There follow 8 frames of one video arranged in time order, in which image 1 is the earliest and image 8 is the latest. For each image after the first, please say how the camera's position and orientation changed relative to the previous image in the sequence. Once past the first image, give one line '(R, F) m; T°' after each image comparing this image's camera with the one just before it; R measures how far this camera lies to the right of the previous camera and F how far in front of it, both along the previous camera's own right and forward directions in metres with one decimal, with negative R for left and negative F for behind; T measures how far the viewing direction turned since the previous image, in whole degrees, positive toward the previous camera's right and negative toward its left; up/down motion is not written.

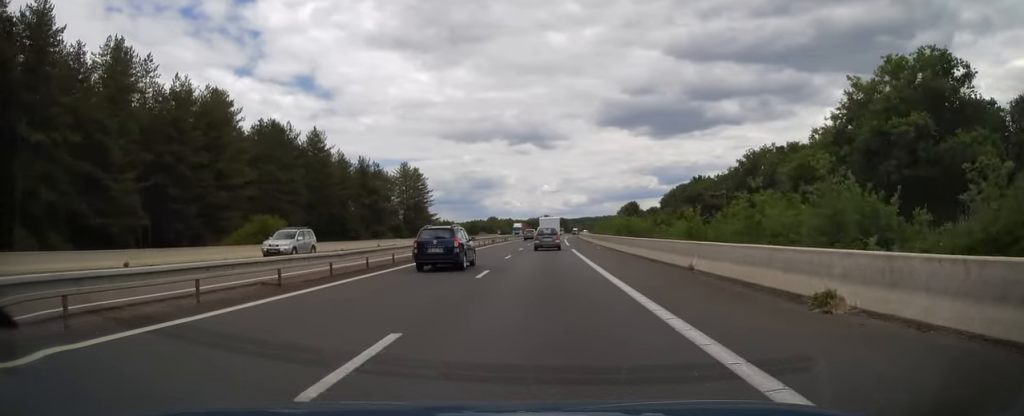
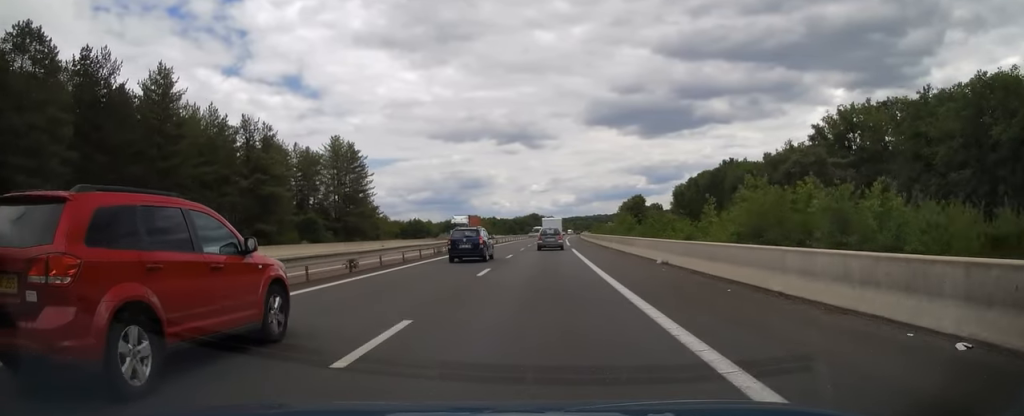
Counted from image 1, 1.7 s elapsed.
(+0.3, +49.6) m; +1°
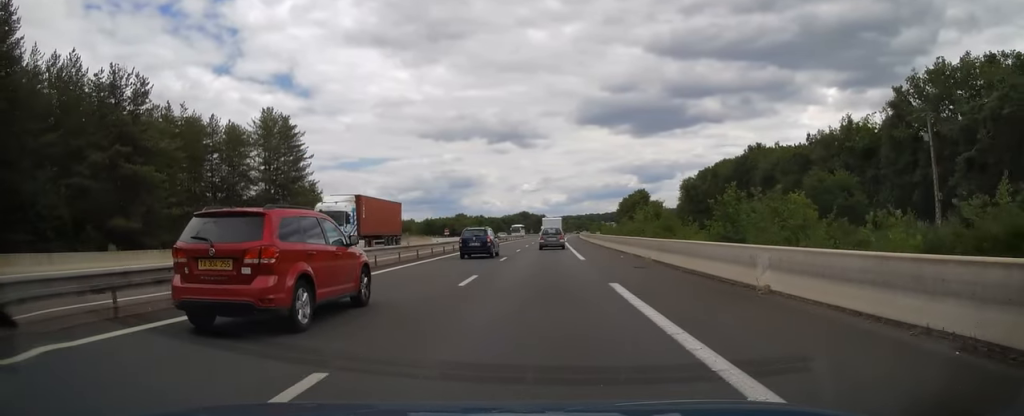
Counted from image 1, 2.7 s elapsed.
(+0.2, +28.6) m; +1°
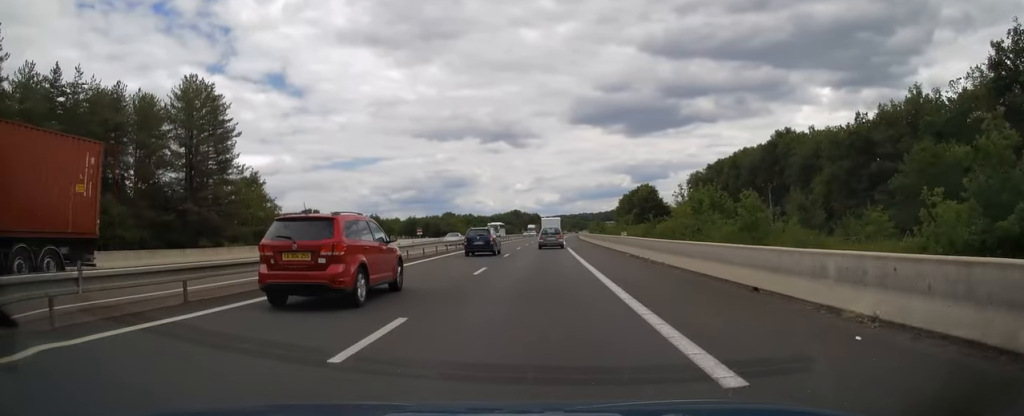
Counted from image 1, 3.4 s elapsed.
(+0.1, +21.7) m; +1°
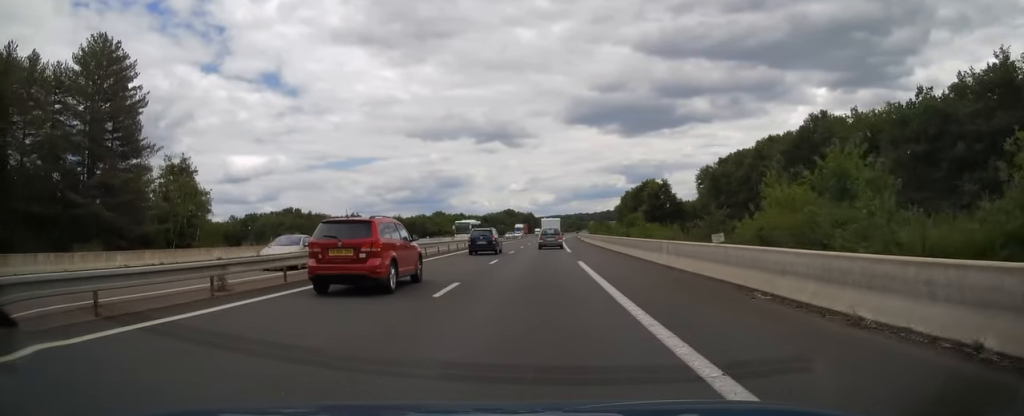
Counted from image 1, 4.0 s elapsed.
(+0.1, +18.7) m; +1°
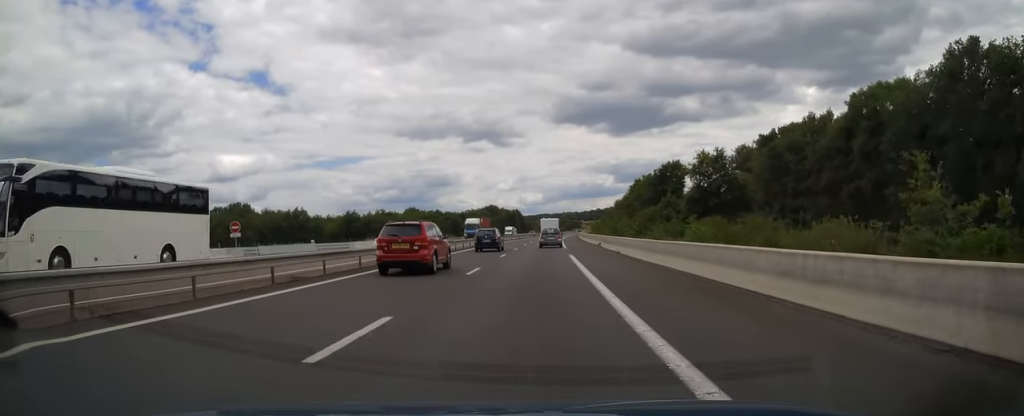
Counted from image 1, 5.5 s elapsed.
(+0.5, +44.4) m; +1°
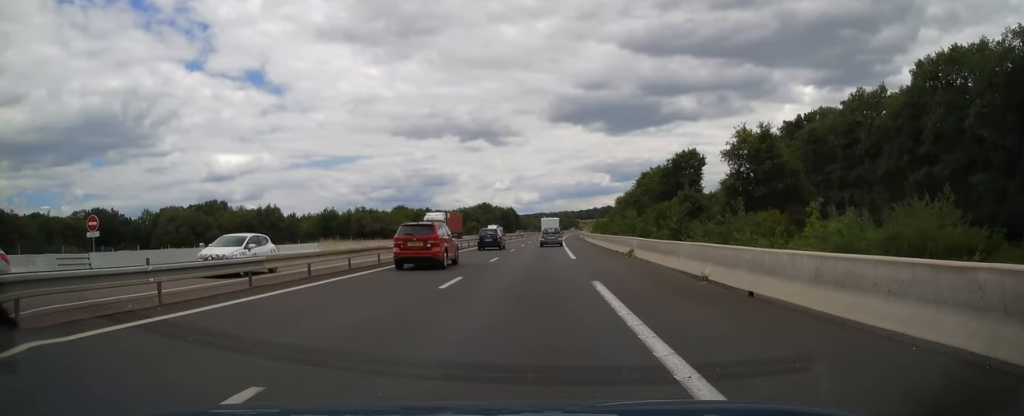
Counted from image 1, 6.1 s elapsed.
(0.0, +17.2) m; 0°
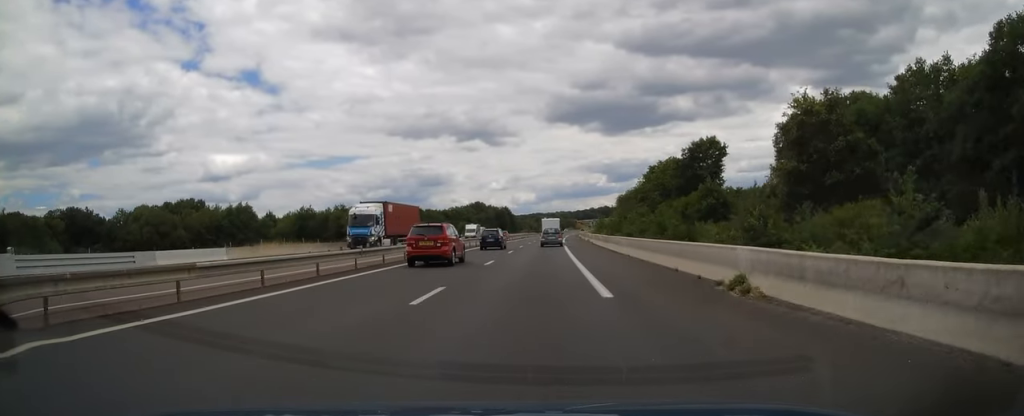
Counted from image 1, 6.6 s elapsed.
(0.0, +15.3) m; 0°
